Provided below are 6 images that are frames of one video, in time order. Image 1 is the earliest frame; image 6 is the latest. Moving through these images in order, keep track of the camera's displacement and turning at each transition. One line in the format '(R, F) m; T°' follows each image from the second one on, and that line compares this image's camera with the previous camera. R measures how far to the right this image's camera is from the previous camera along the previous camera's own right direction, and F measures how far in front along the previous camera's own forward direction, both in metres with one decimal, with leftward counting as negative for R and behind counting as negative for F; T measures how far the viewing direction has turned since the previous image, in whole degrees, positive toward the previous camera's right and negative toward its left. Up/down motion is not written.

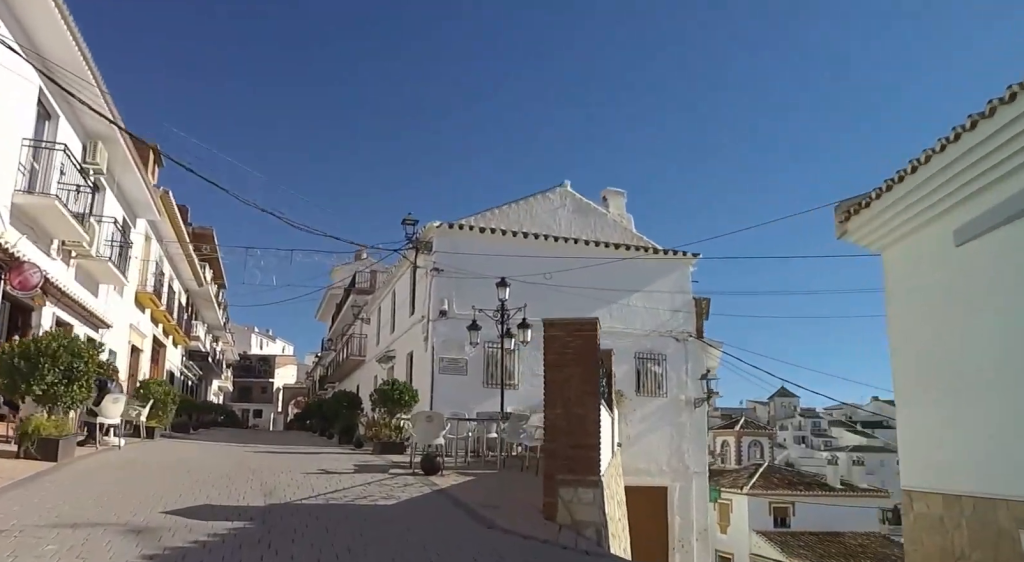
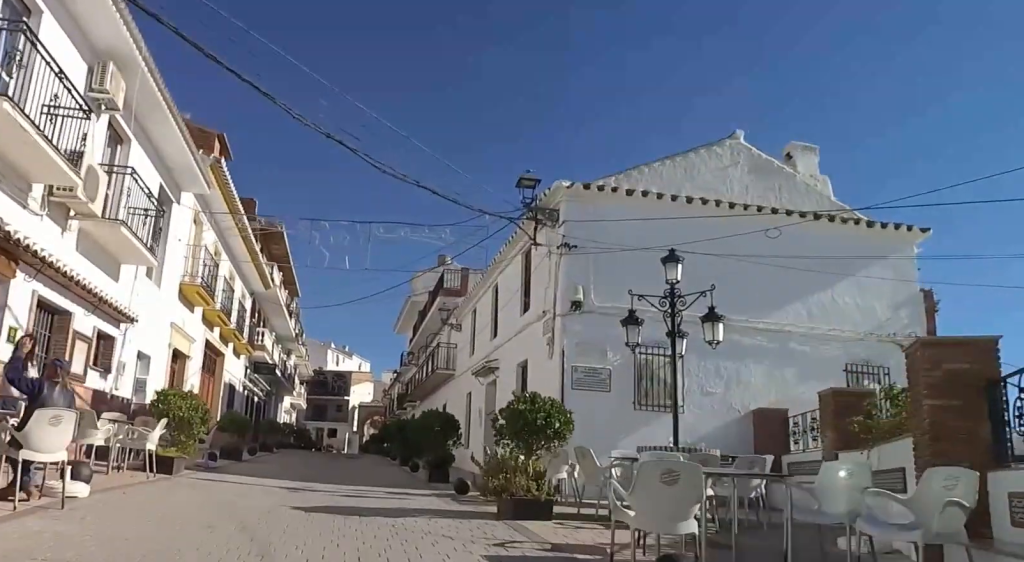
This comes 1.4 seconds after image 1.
(-1.1, +3.8) m; -25°
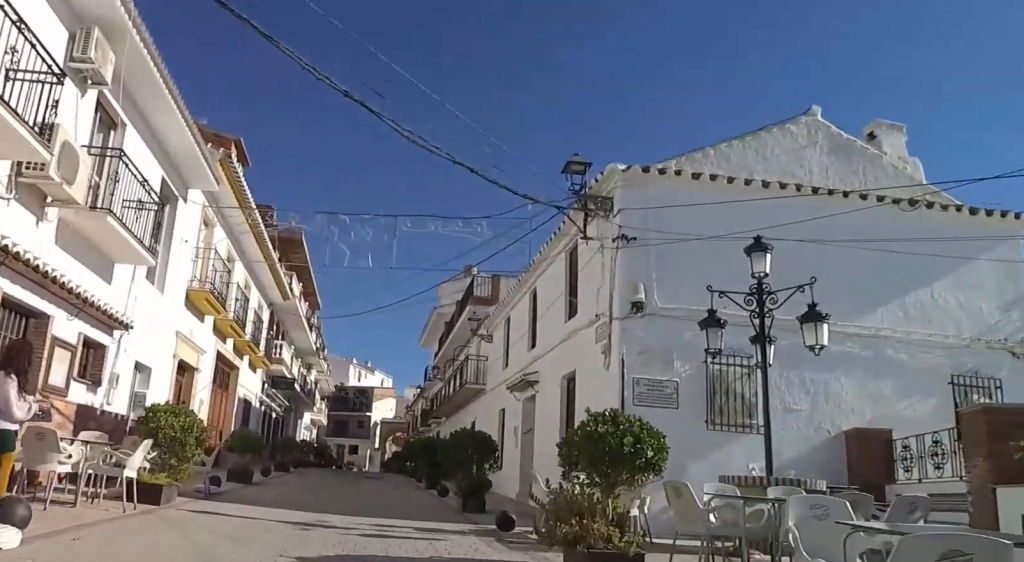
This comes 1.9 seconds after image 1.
(-0.1, +1.5) m; -3°
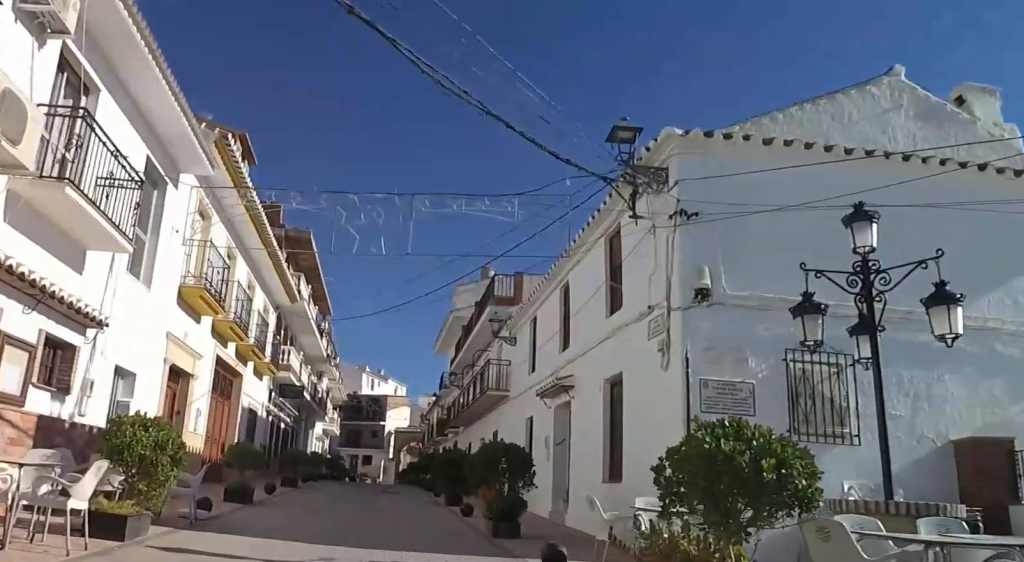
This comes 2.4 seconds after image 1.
(0.0, +1.3) m; -1°
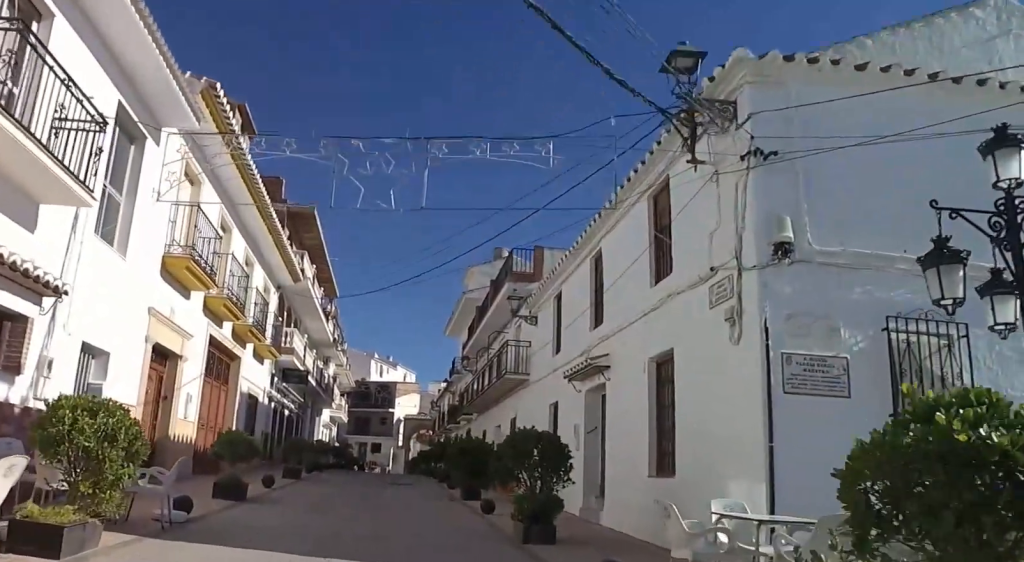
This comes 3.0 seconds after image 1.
(0.0, +1.3) m; 0°
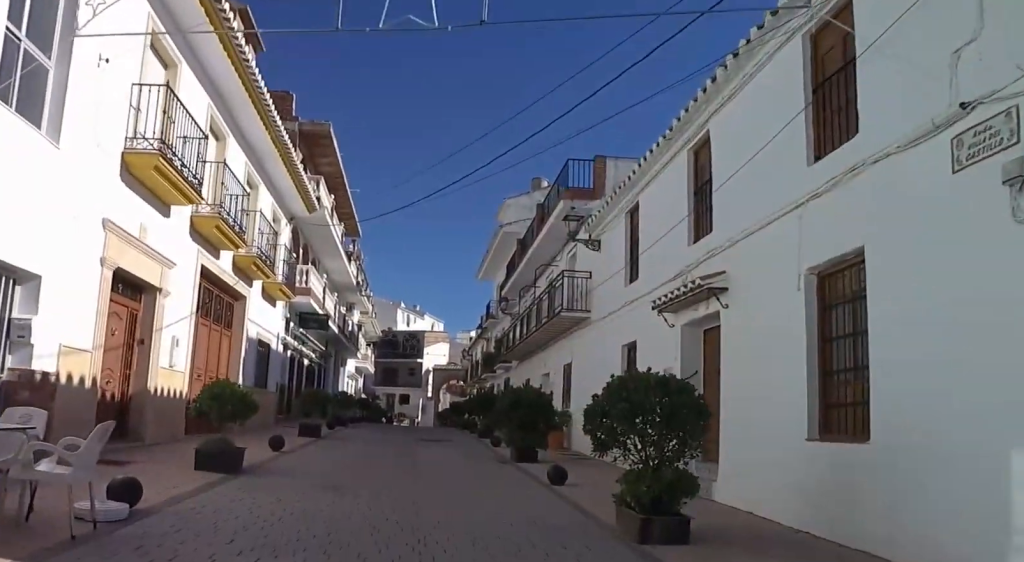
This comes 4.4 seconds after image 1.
(-0.5, +3.1) m; -31°
